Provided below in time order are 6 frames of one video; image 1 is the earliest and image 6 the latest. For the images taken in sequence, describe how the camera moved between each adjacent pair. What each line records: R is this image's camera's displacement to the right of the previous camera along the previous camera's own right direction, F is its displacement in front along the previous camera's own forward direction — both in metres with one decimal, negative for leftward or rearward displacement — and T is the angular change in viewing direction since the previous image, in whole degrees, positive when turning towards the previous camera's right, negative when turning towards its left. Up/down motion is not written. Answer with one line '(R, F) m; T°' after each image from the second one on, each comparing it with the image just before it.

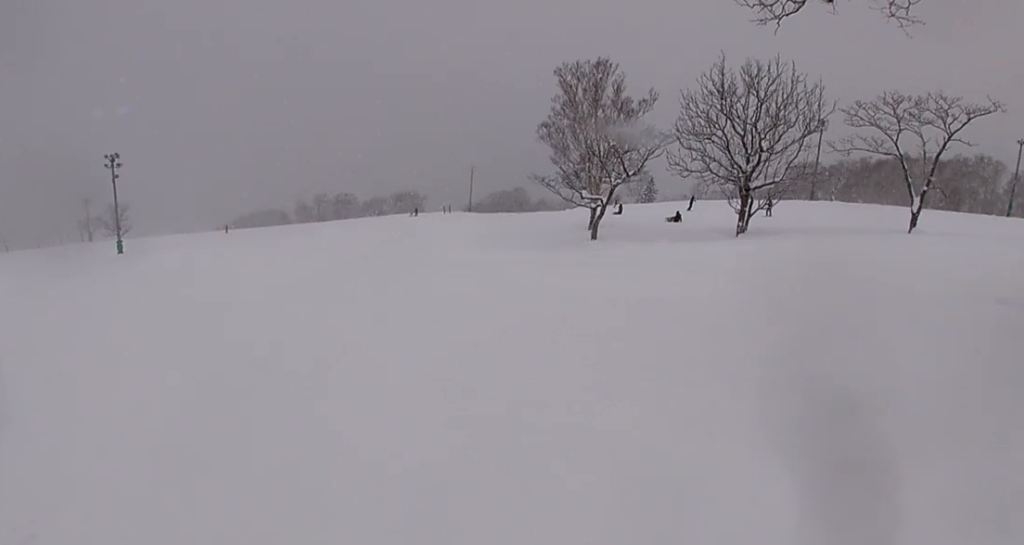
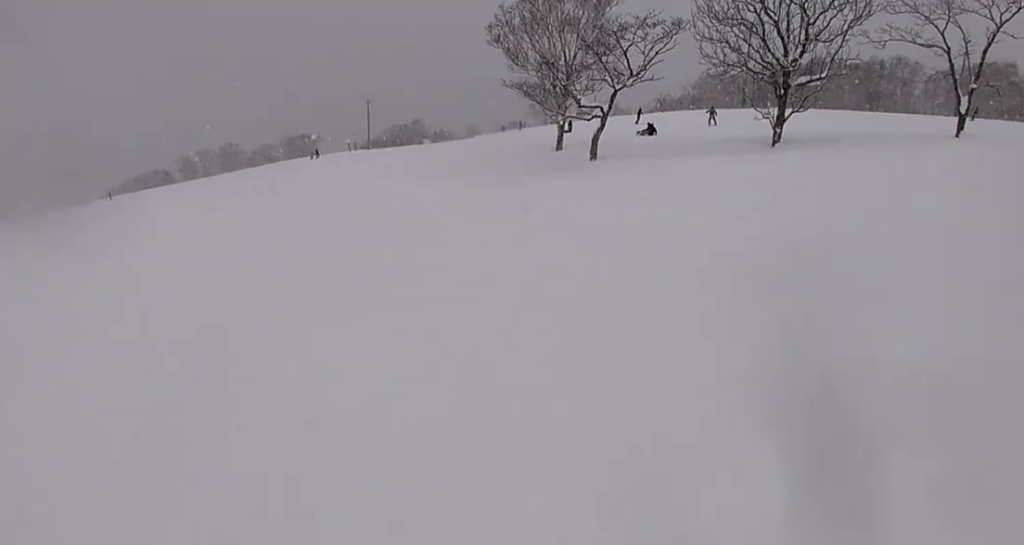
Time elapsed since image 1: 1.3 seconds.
(0.0, +9.7) m; +11°
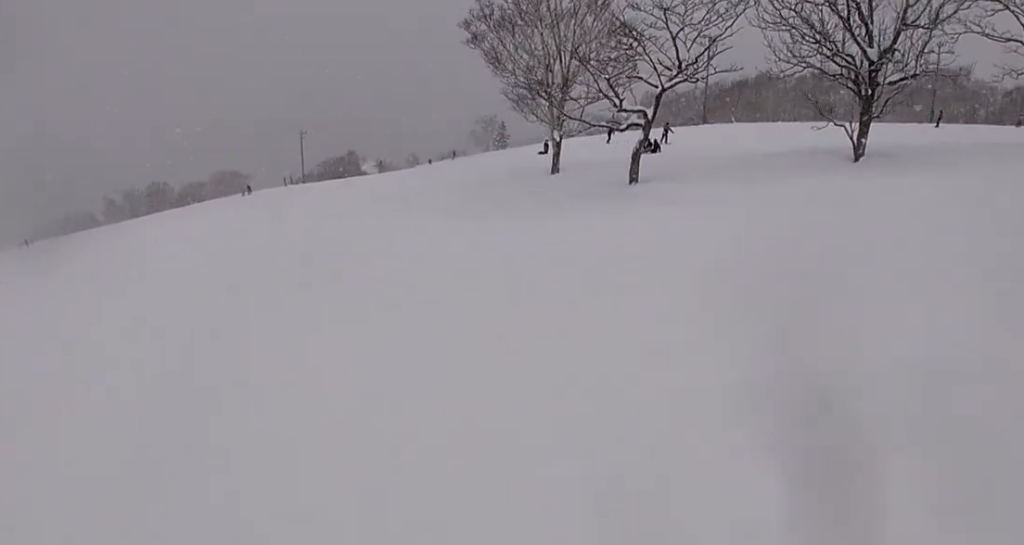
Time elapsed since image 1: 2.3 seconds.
(+1.5, +8.5) m; +20°
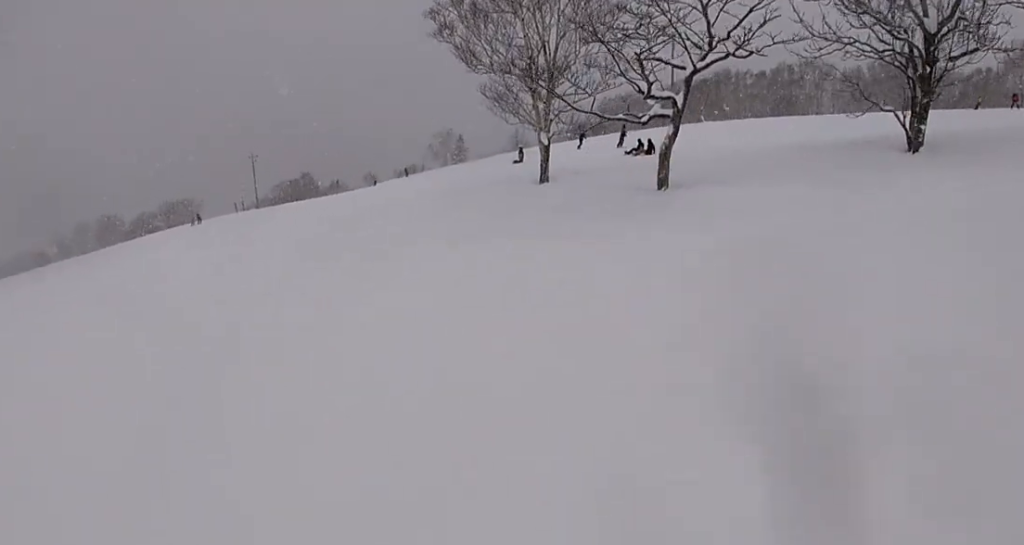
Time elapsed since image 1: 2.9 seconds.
(+0.6, +5.0) m; +8°
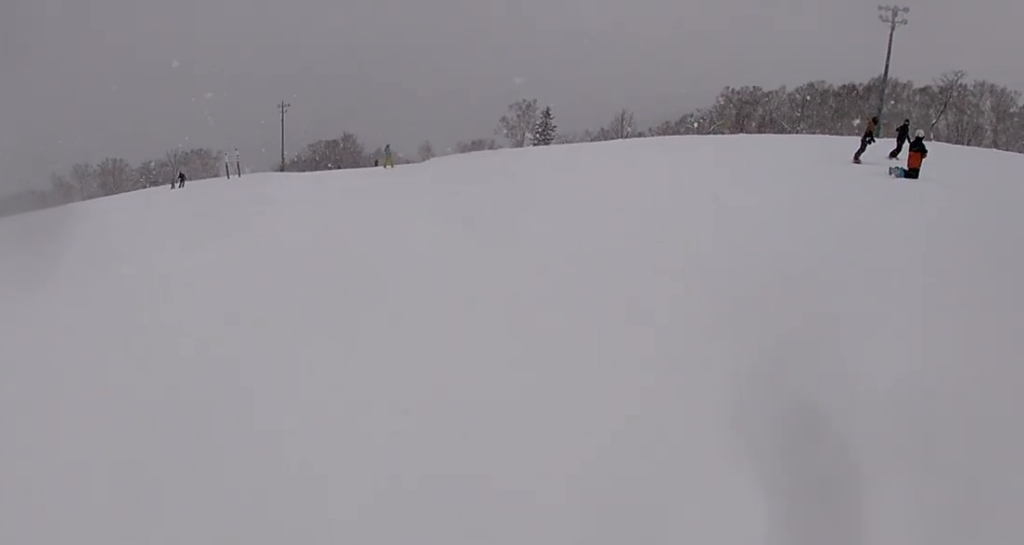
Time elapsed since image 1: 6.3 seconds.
(-2.2, +27.6) m; -6°
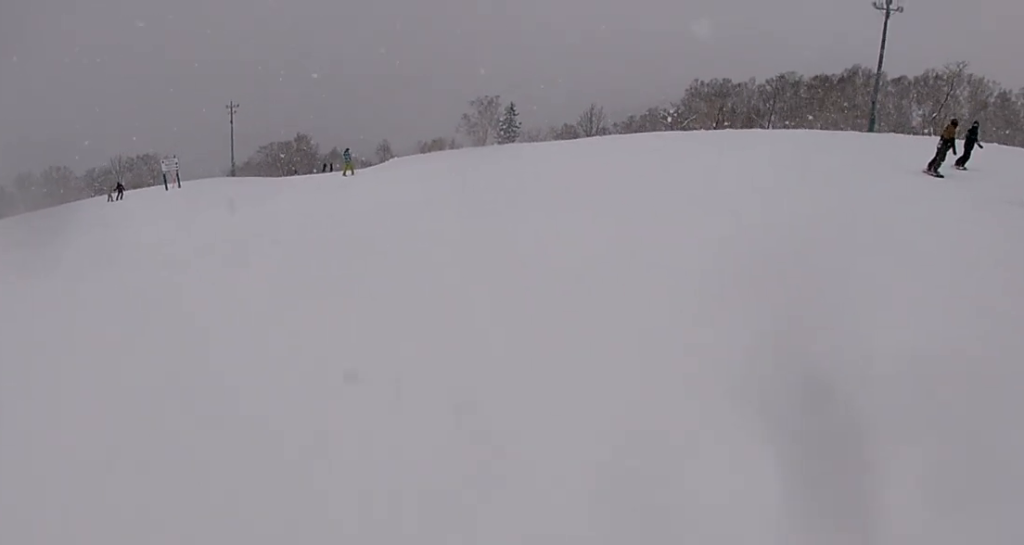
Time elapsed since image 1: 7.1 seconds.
(+0.6, +5.5) m; +1°
